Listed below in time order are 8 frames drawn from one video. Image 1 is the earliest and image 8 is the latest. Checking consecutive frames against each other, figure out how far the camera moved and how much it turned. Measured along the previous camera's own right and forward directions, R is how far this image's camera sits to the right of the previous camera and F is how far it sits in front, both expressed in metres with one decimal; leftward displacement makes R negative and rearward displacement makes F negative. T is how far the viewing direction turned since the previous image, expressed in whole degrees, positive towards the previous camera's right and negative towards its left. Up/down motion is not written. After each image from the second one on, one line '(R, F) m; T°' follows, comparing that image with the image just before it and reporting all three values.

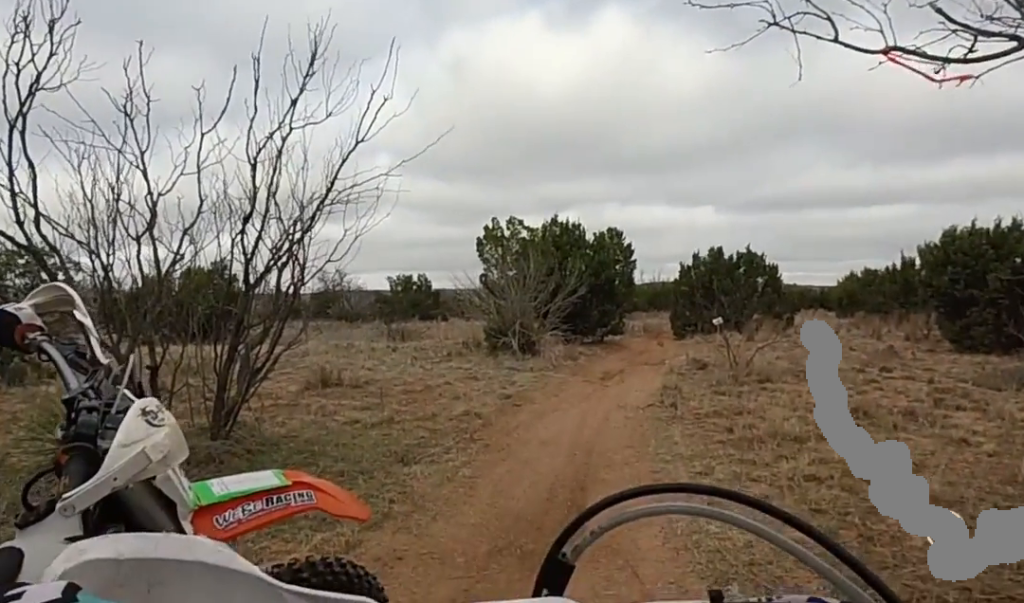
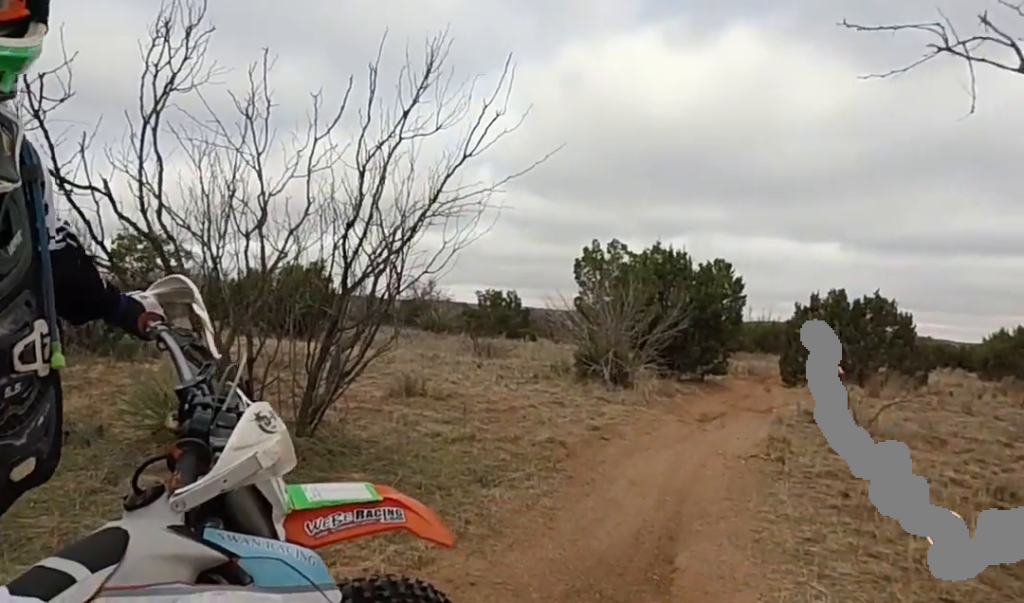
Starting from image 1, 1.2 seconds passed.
(0.0, 0.0) m; 0°
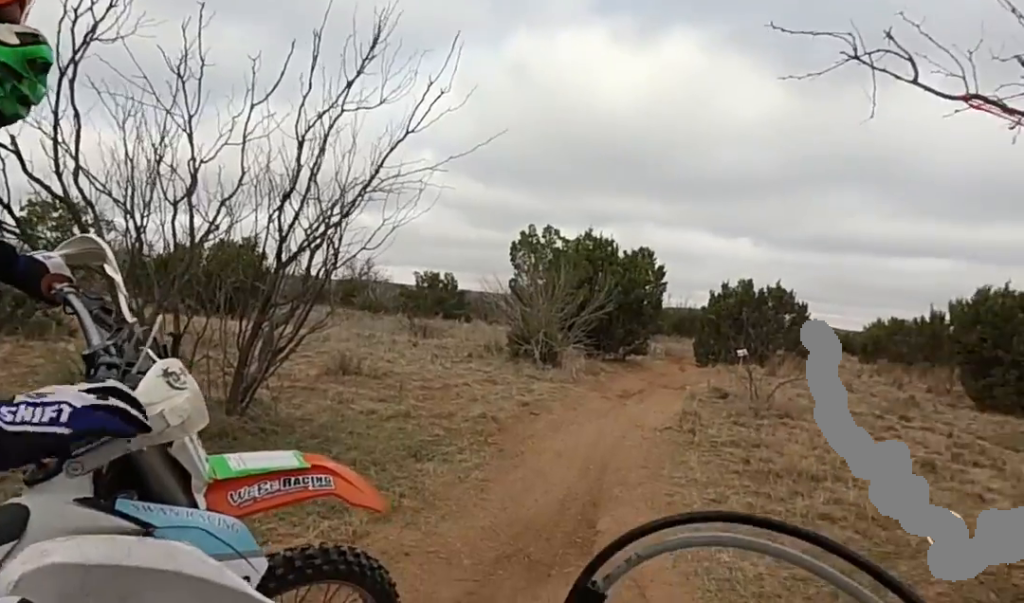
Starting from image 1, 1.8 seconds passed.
(0.0, 0.0) m; 0°
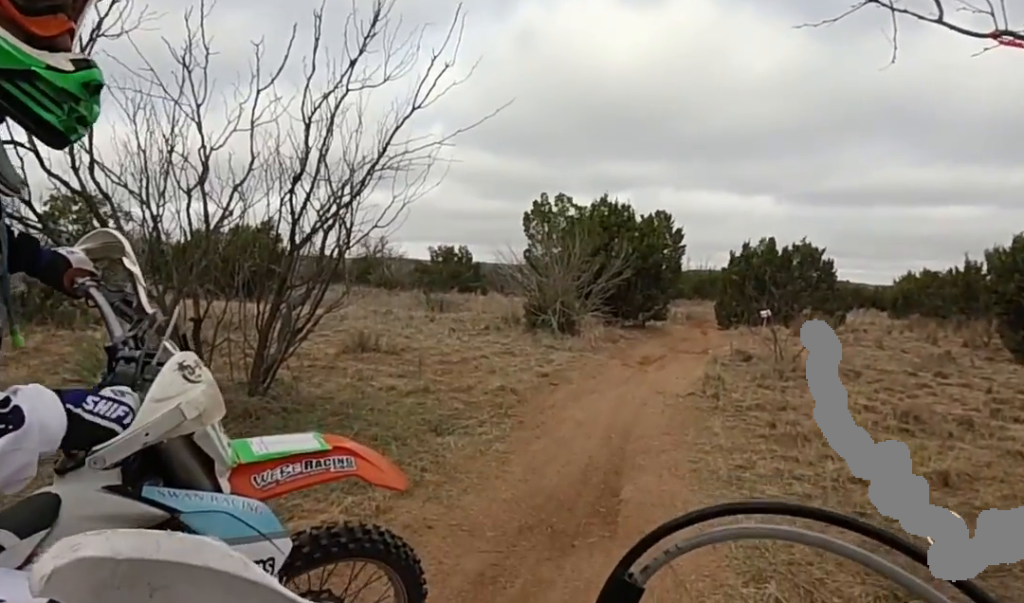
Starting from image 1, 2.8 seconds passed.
(0.0, 0.0) m; 0°
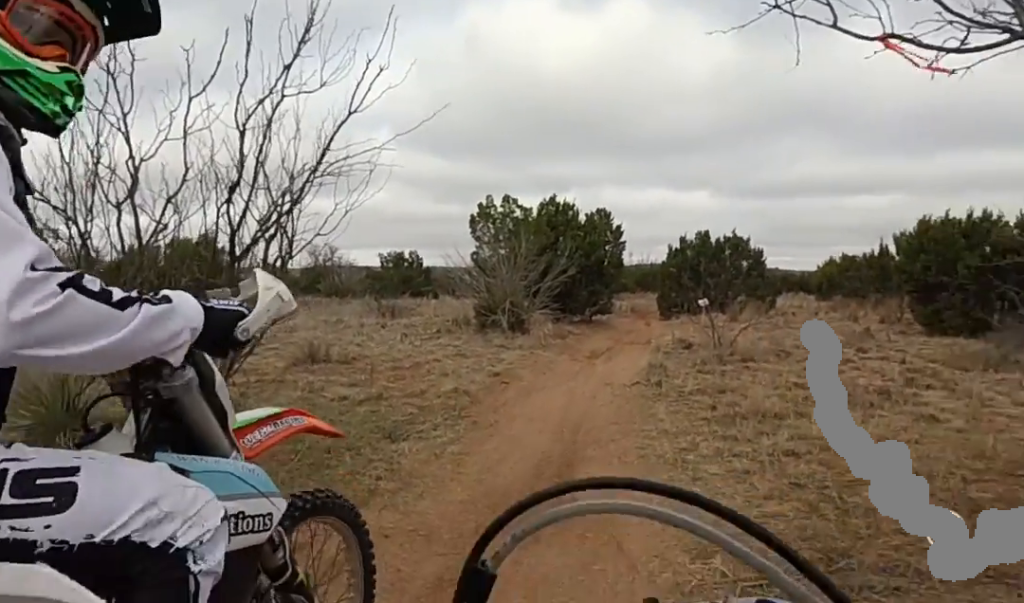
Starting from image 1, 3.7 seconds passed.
(0.0, 0.0) m; 0°
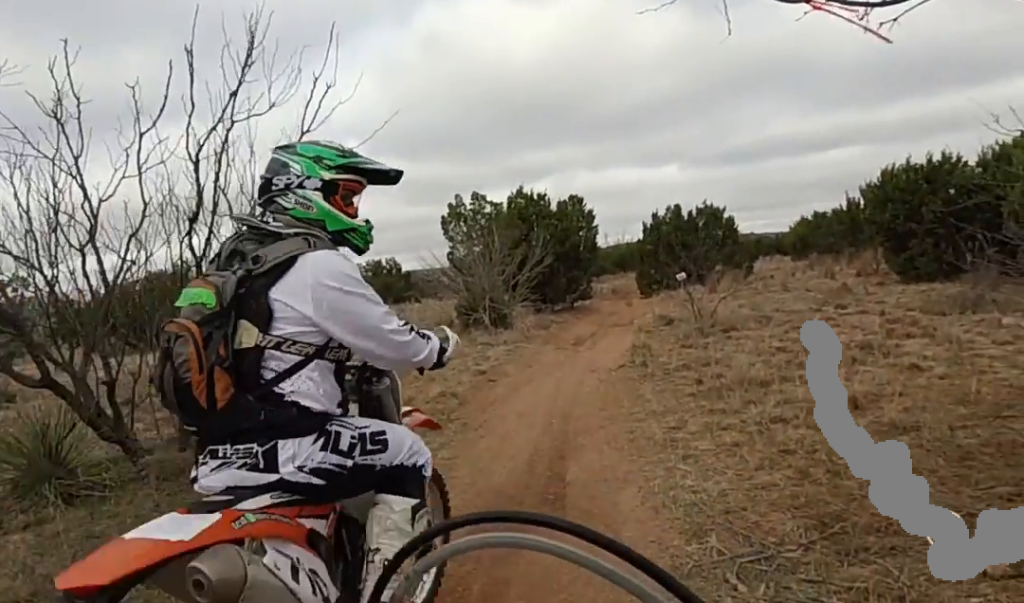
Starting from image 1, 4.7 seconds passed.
(0.0, 0.0) m; 0°
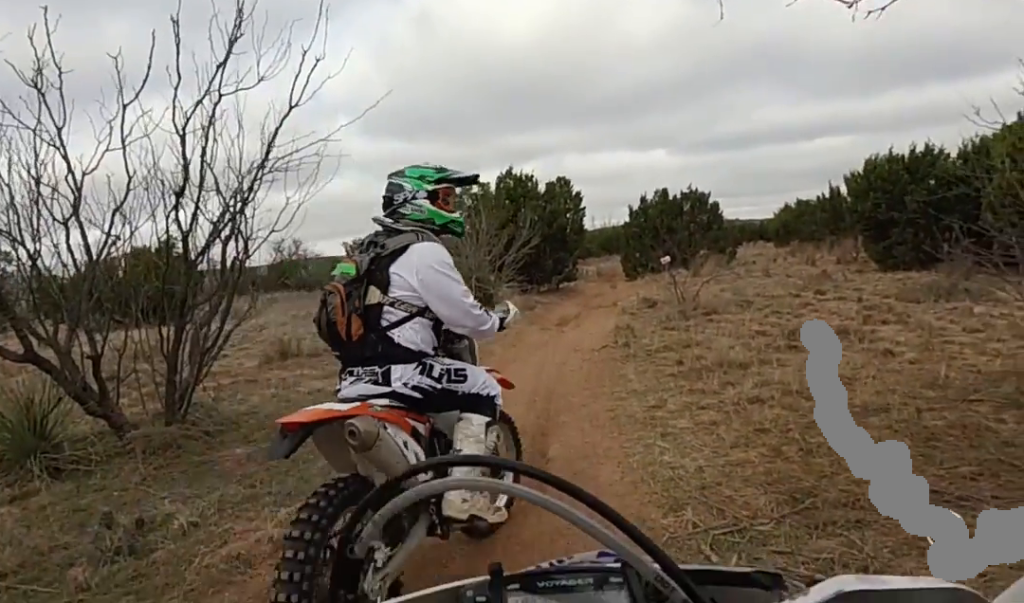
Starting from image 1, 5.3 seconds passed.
(0.0, 0.0) m; 0°
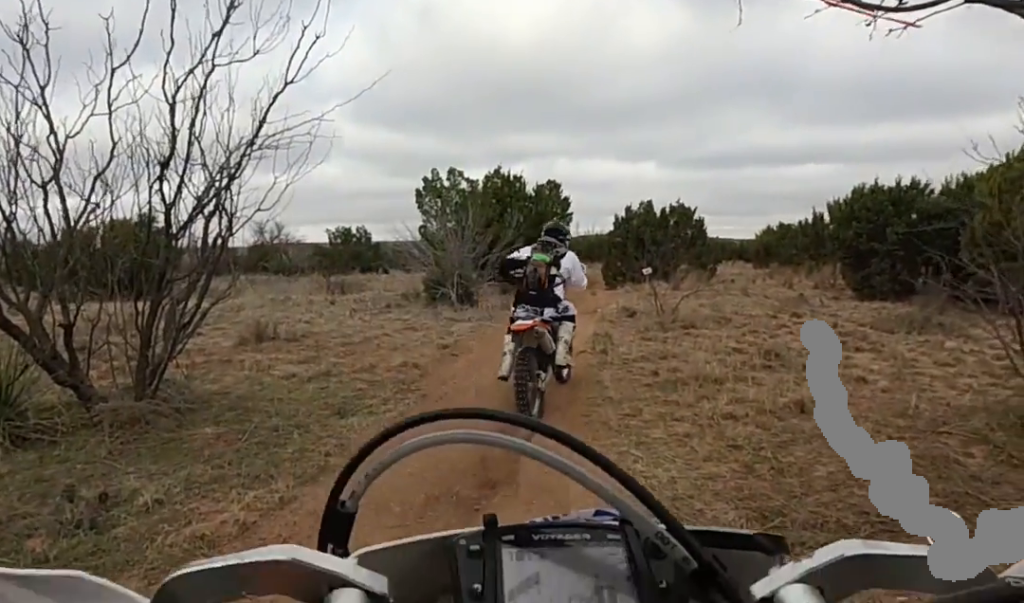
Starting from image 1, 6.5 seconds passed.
(-0.1, +1.0) m; 0°
